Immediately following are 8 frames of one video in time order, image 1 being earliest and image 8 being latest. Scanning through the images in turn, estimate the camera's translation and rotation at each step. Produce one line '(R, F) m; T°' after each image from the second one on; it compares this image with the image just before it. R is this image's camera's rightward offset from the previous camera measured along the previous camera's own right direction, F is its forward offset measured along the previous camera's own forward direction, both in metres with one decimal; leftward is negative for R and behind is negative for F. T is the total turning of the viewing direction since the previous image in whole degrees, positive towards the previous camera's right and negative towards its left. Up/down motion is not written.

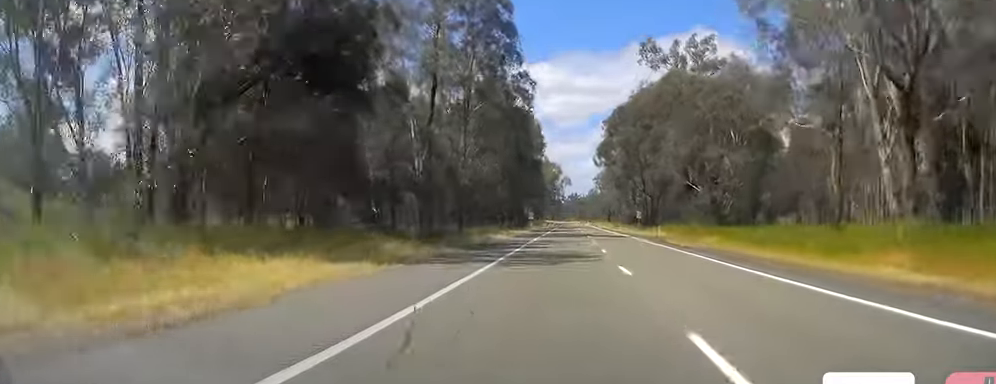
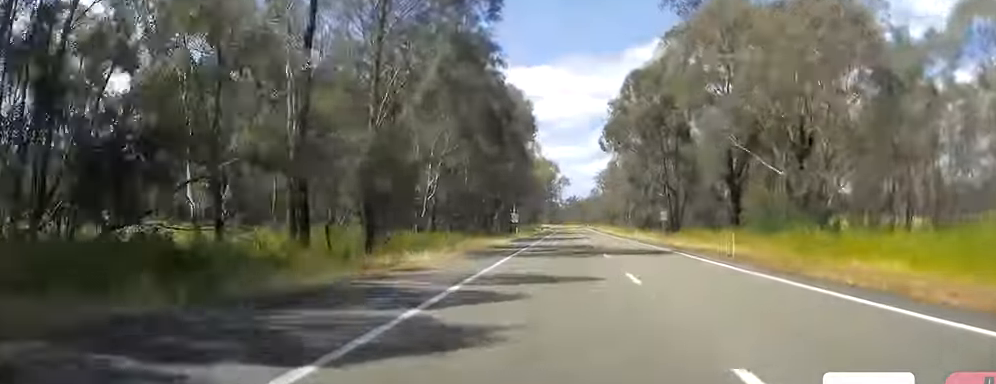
(+0.7, +26.2) m; +1°
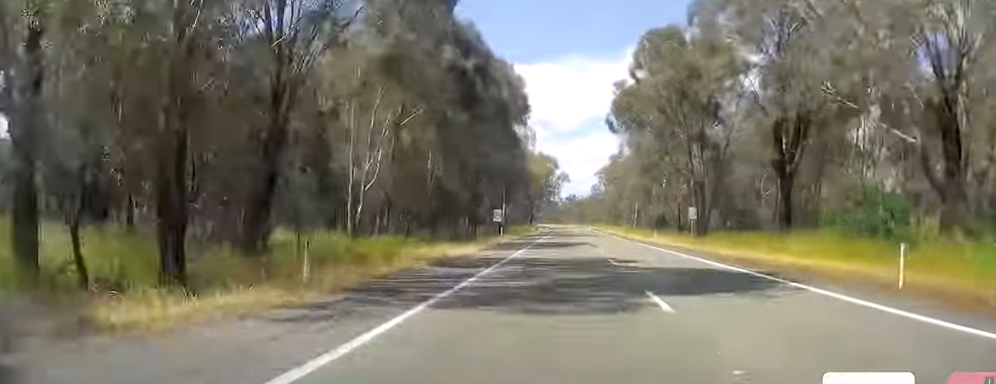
(+0.1, +16.5) m; -1°
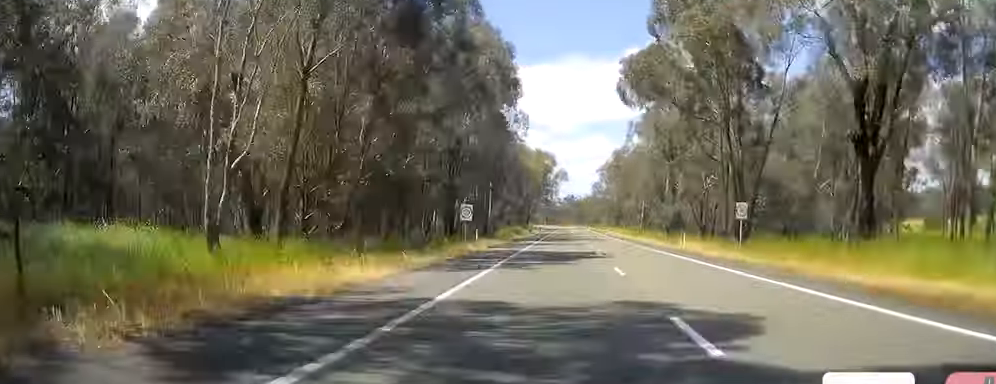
(+0.2, +15.6) m; -1°
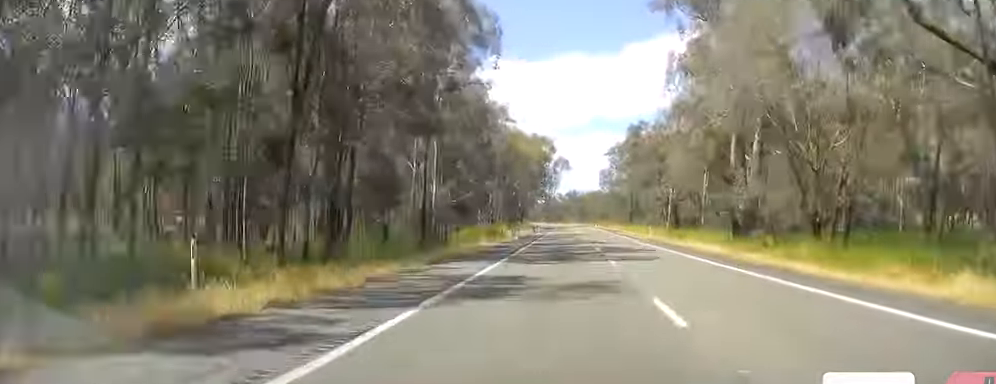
(-0.8, +34.1) m; 0°
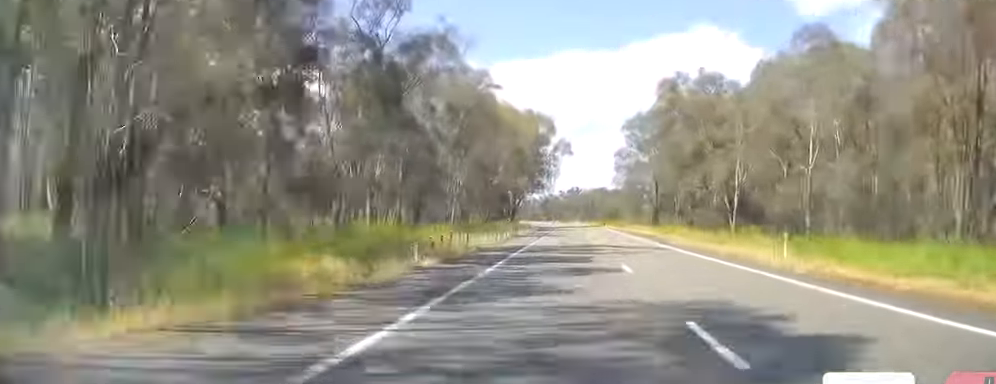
(+1.0, +39.1) m; +1°
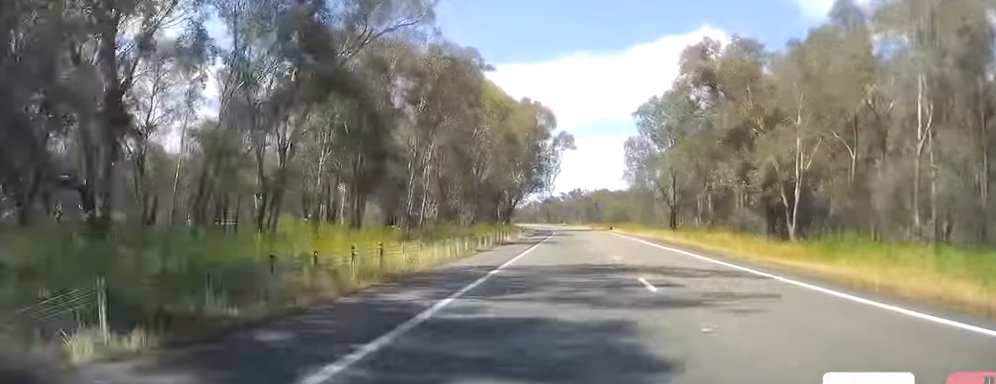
(+0.2, +16.6) m; -1°
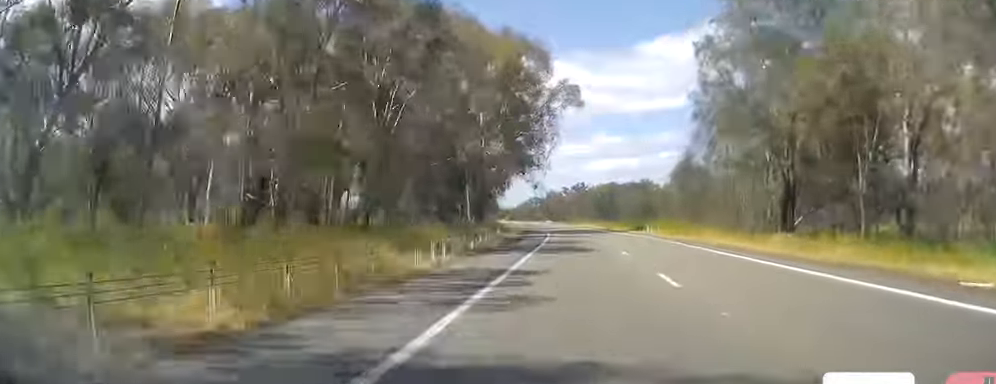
(-0.3, +47.8) m; 0°
